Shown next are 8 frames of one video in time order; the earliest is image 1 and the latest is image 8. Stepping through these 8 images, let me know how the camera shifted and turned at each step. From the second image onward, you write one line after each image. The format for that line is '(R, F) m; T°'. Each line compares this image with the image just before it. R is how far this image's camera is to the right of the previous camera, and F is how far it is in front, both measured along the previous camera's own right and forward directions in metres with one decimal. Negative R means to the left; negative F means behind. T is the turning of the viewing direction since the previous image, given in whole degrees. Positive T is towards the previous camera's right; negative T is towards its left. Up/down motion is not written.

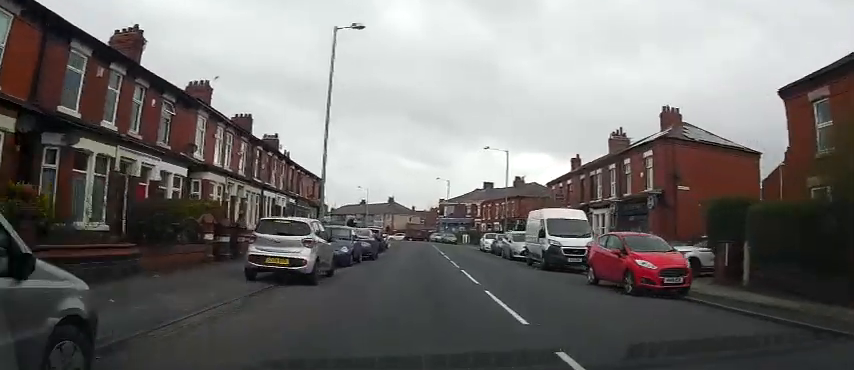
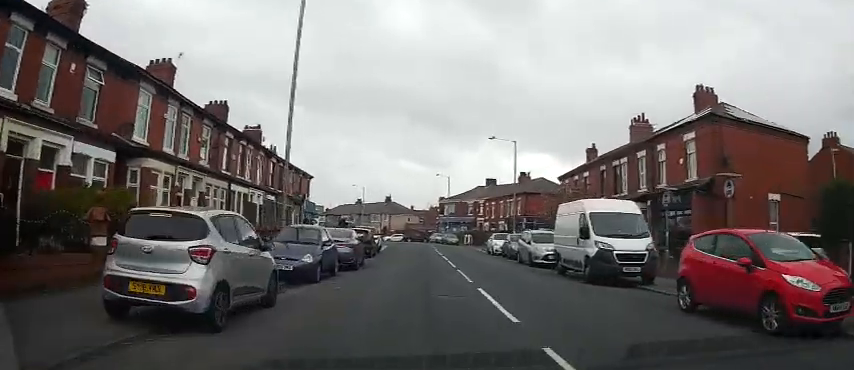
(0.0, +5.6) m; 0°
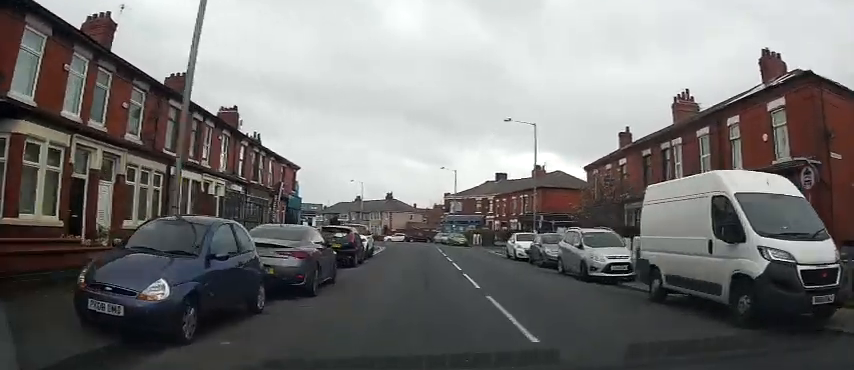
(0.0, +7.9) m; 0°
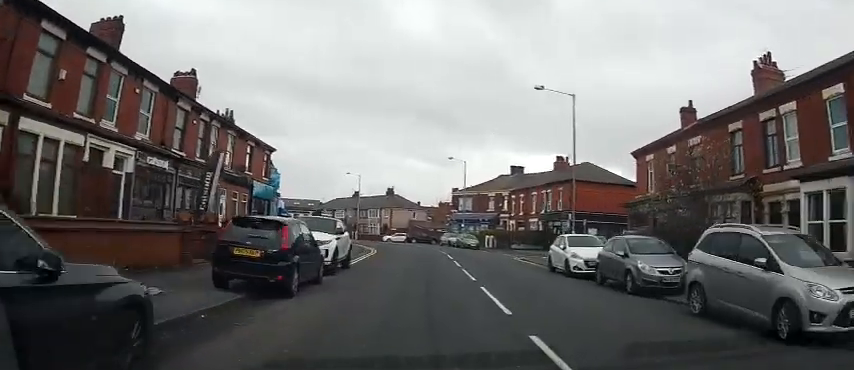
(+0.1, +9.3) m; -1°
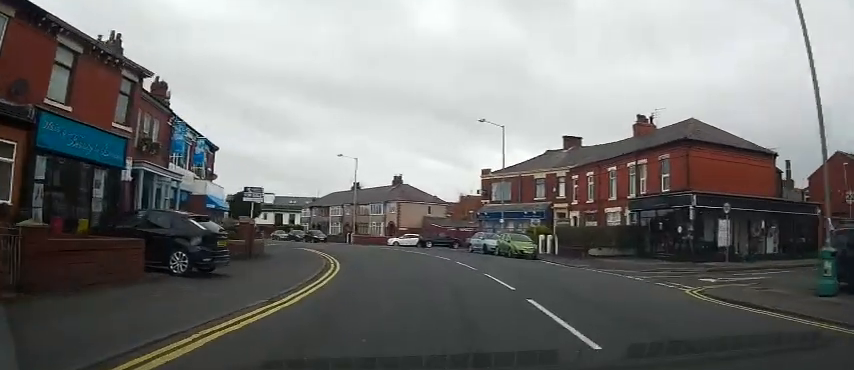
(-0.4, +20.5) m; -3°
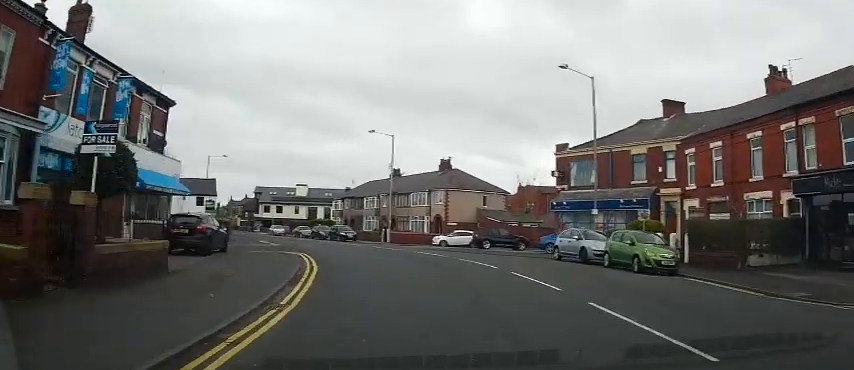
(-0.6, +12.9) m; -7°
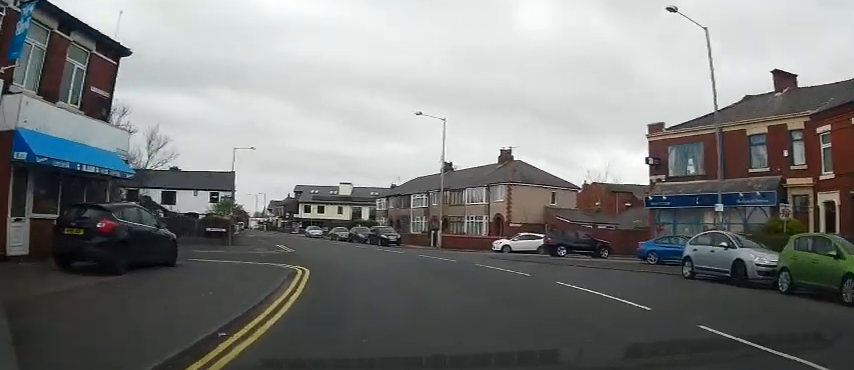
(-0.5, +8.2) m; -6°
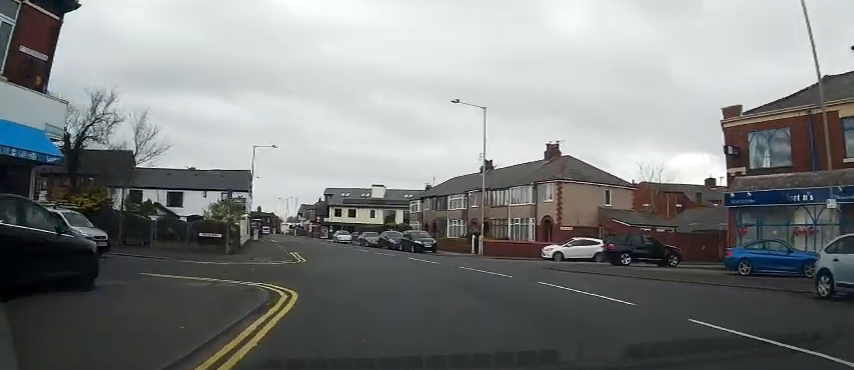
(-0.2, +5.0) m; -3°
